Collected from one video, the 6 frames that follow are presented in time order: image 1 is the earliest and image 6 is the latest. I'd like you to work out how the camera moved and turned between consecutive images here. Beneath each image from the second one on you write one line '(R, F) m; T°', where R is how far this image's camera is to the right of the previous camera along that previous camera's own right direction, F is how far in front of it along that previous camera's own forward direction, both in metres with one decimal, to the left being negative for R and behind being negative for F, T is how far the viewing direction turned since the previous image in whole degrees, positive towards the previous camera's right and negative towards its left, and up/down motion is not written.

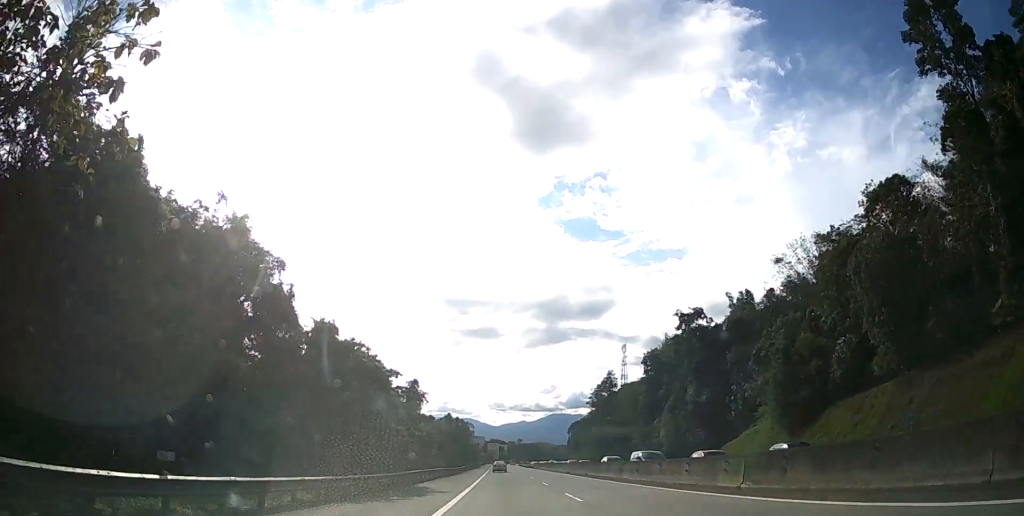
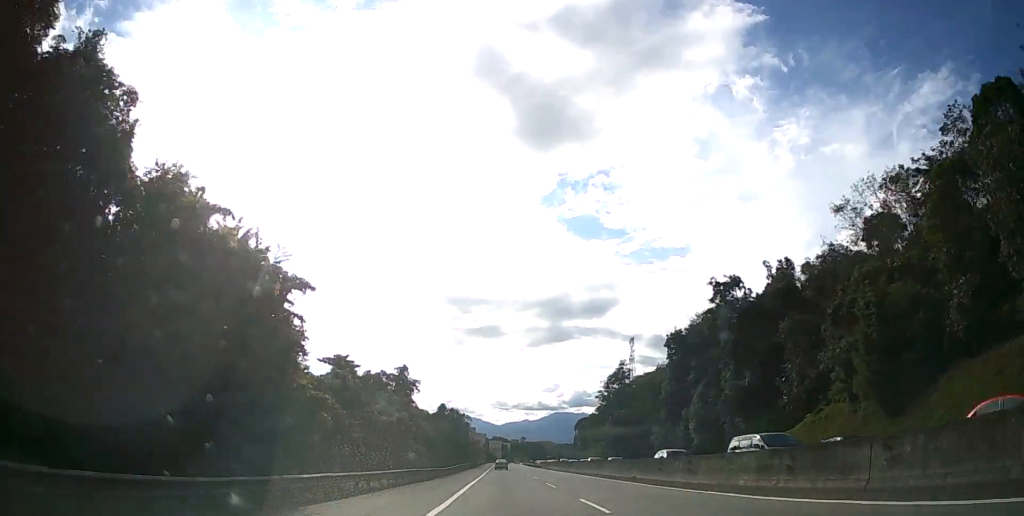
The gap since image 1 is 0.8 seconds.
(-0.2, +16.4) m; 0°
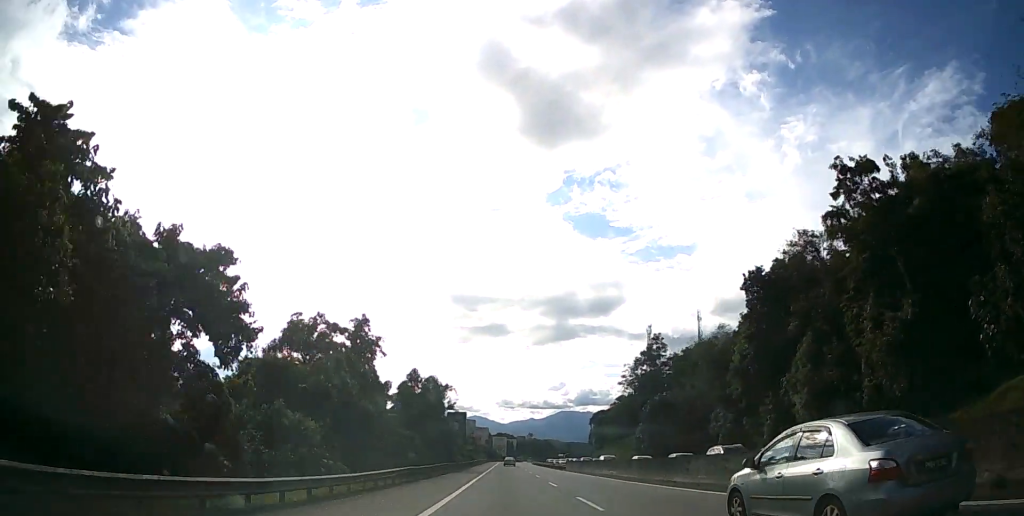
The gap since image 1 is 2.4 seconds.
(-0.2, +35.7) m; -1°
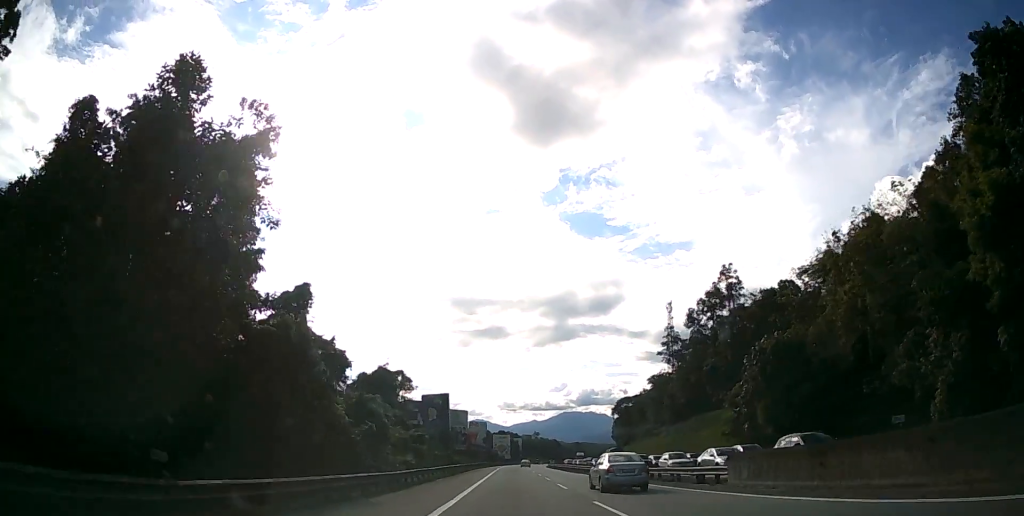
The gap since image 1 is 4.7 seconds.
(-0.3, +49.6) m; 0°
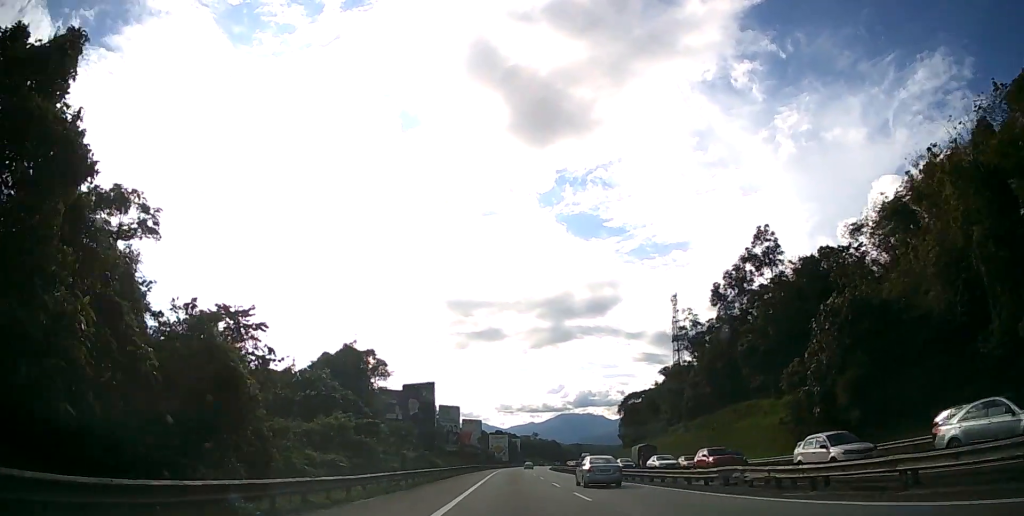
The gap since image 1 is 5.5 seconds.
(0.0, +16.9) m; 0°
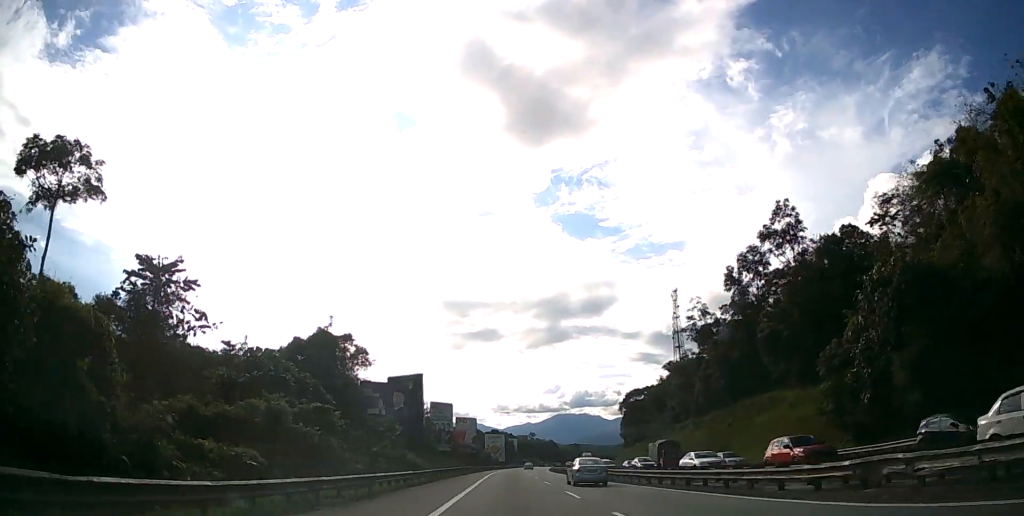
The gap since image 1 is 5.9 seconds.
(0.0, +8.4) m; 0°
